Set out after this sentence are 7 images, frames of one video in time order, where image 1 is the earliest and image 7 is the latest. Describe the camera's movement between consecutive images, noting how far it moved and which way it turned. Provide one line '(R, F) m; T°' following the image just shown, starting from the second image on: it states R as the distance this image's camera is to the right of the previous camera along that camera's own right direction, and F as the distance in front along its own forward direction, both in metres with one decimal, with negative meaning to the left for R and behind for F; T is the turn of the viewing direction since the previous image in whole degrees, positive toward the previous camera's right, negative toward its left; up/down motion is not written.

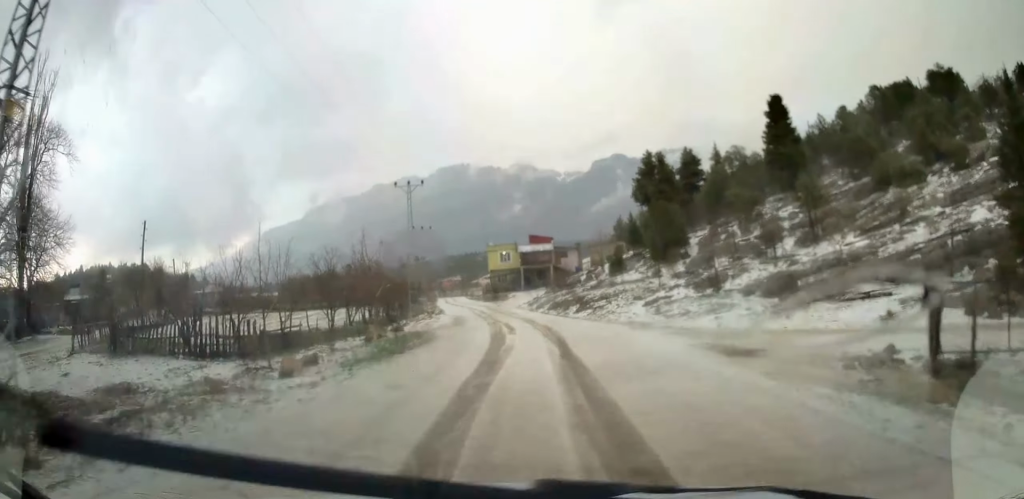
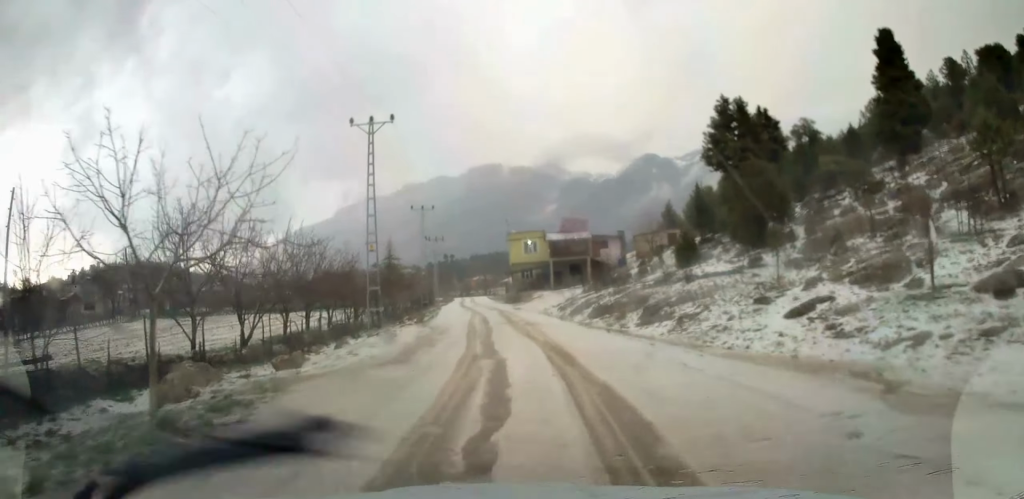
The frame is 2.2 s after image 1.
(-1.0, +16.4) m; -6°
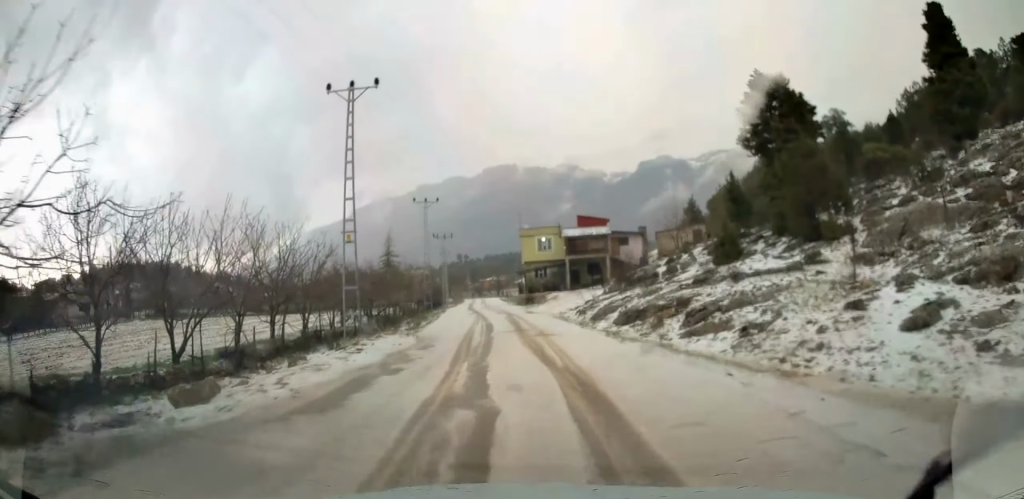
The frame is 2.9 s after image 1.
(0.0, +5.2) m; -2°
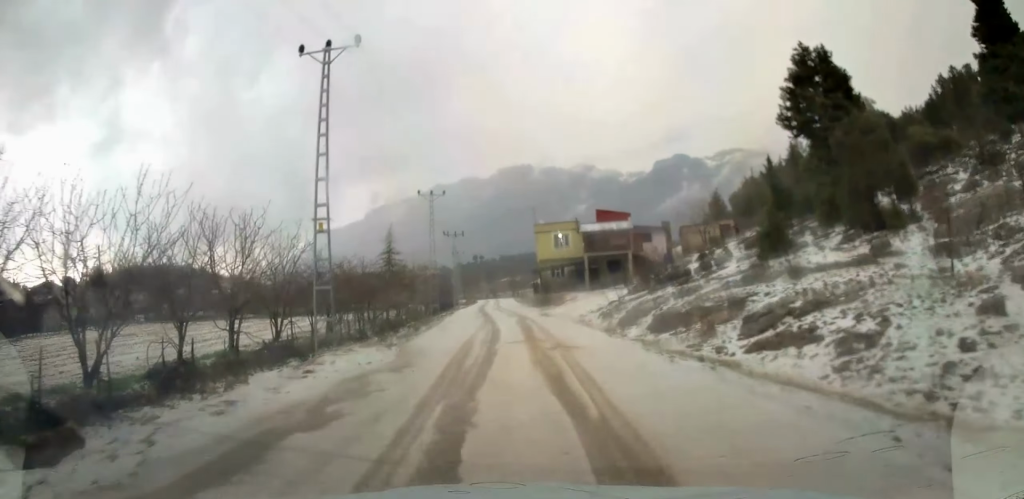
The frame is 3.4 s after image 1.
(0.0, +4.4) m; -2°
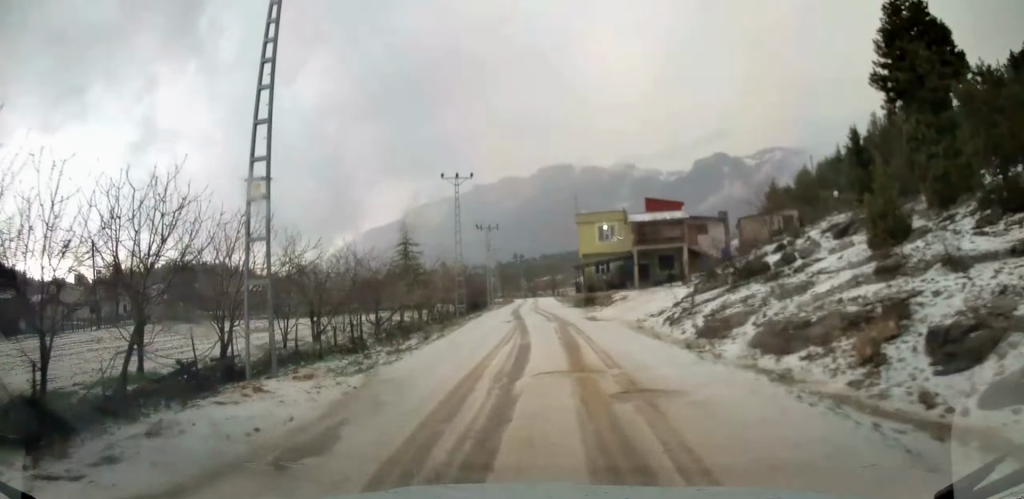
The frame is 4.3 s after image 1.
(-0.3, +6.5) m; -5°
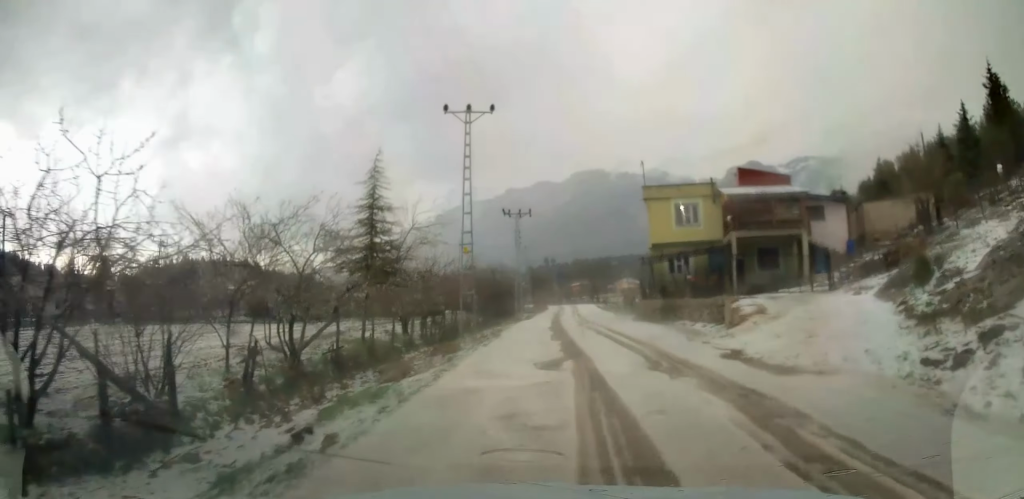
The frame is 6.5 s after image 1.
(-0.4, +15.9) m; +1°
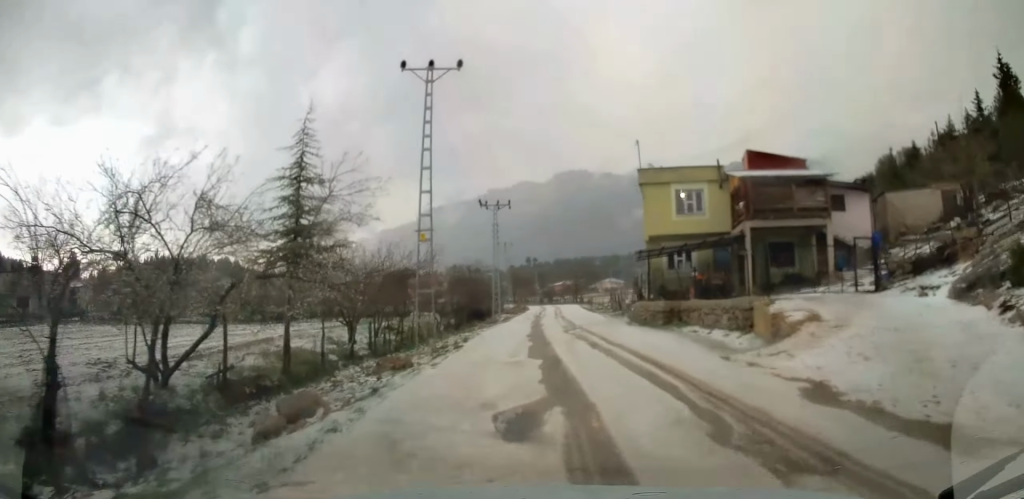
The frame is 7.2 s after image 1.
(0.0, +5.2) m; +2°
